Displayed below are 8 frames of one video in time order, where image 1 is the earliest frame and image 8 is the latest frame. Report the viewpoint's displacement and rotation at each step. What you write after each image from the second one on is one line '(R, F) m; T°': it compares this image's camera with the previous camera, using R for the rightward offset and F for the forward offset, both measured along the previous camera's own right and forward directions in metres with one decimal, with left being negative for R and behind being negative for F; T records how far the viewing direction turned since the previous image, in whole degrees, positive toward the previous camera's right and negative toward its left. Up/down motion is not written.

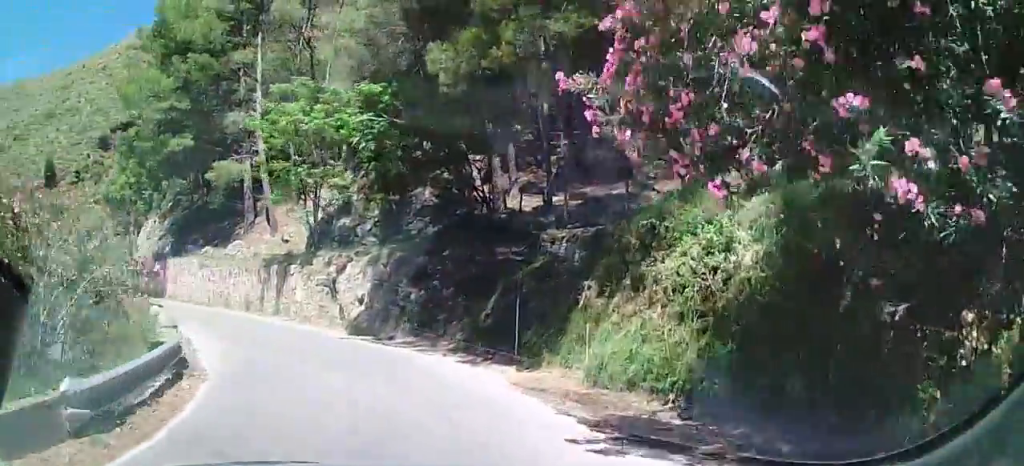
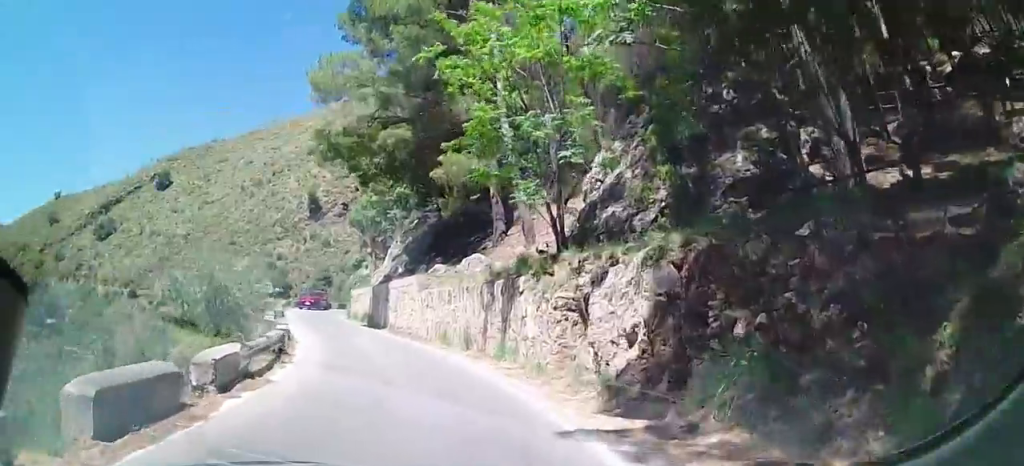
(-3.8, +6.5) m; -40°
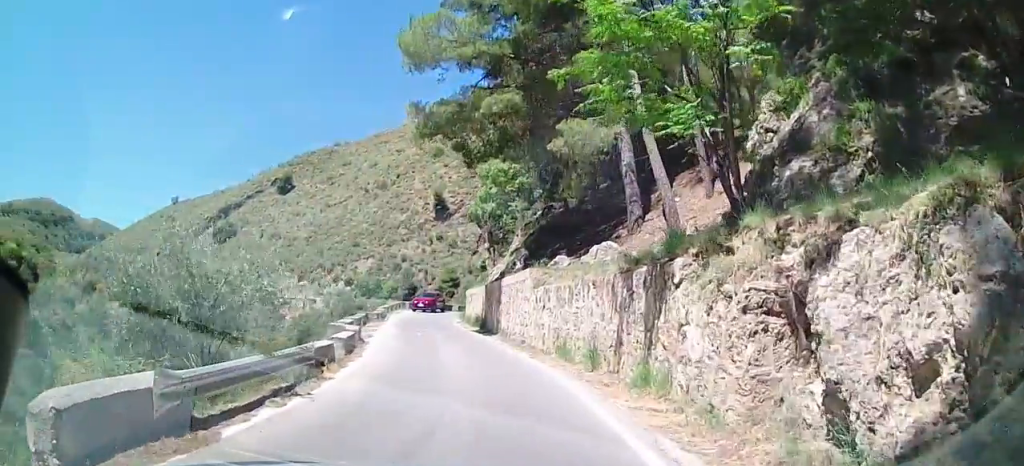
(-0.4, +4.4) m; -8°
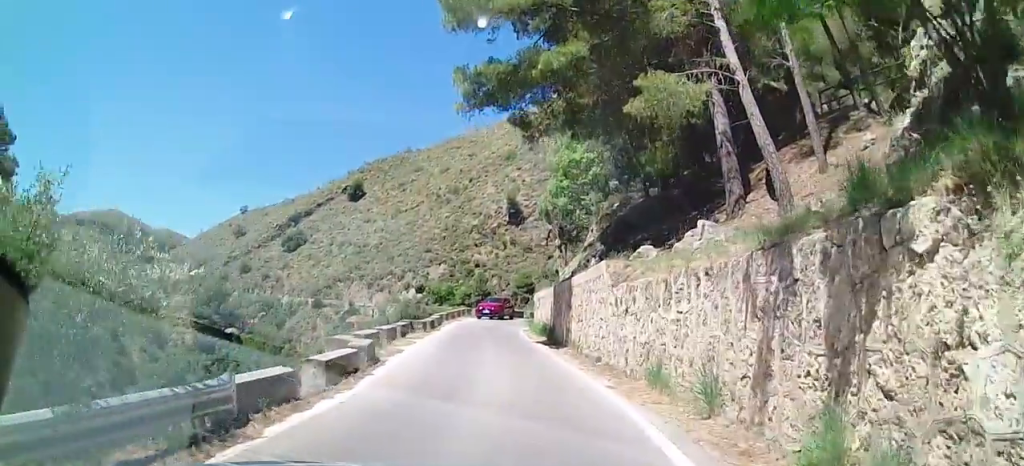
(-0.1, +4.0) m; -4°
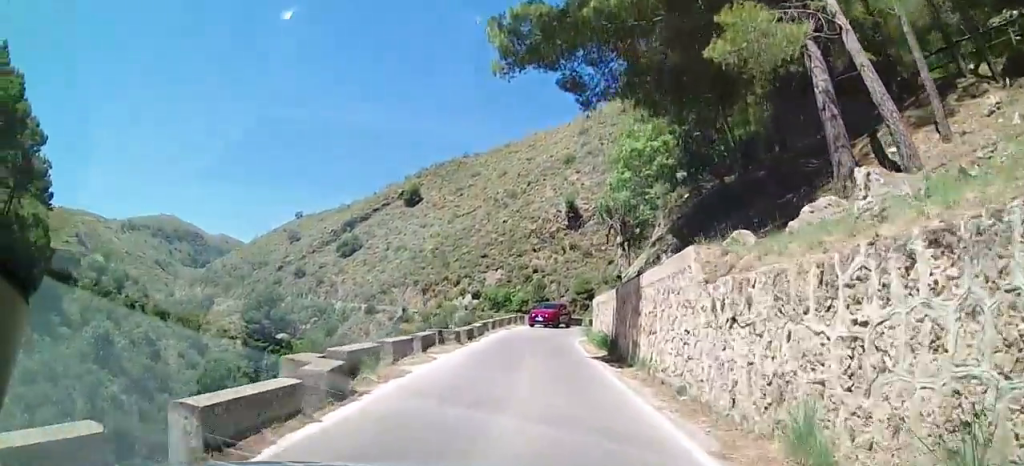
(-0.1, +4.2) m; -2°
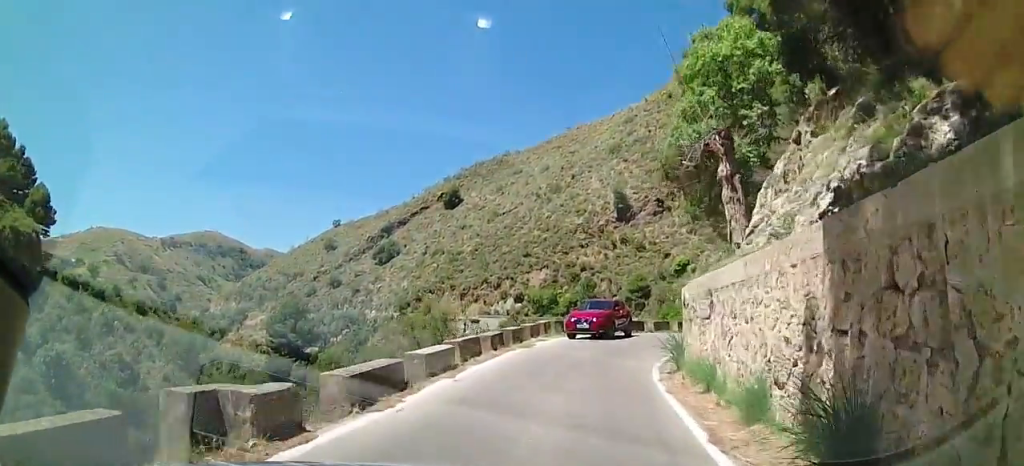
(-0.2, +14.1) m; 0°
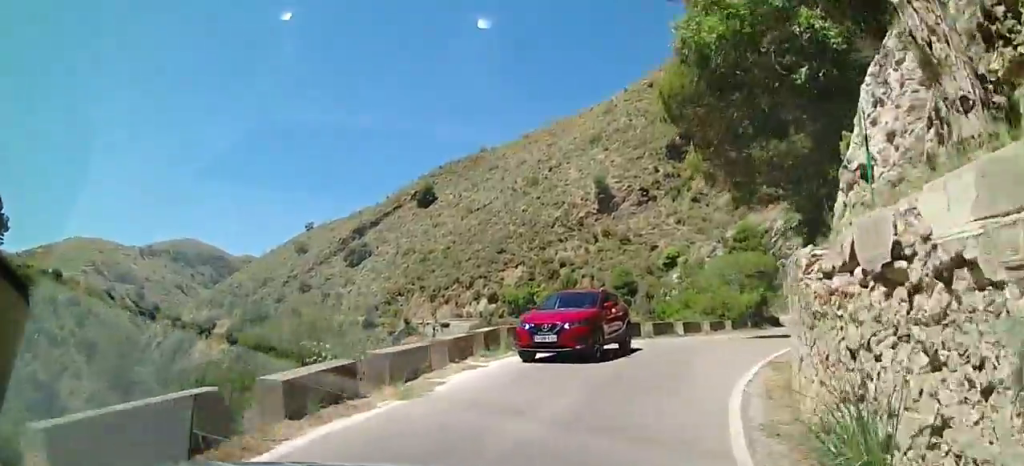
(+0.2, +10.7) m; +1°
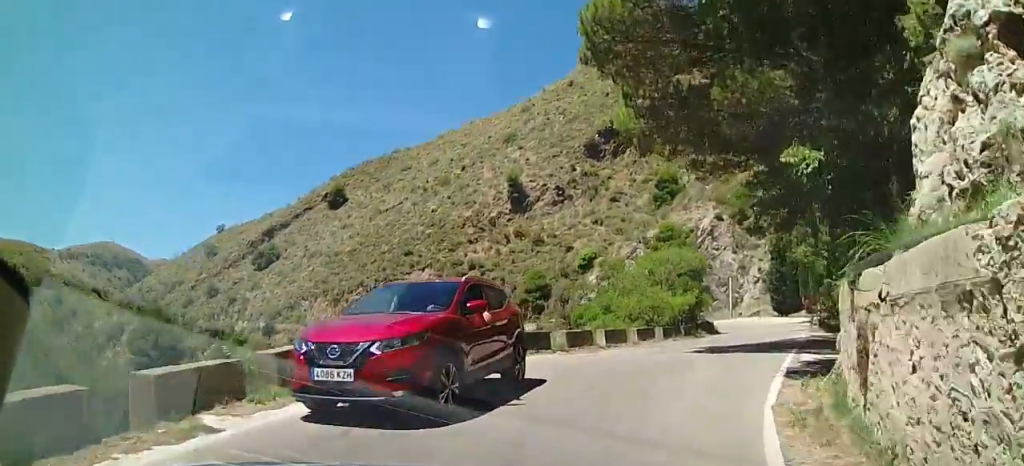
(0.0, +7.1) m; +4°
